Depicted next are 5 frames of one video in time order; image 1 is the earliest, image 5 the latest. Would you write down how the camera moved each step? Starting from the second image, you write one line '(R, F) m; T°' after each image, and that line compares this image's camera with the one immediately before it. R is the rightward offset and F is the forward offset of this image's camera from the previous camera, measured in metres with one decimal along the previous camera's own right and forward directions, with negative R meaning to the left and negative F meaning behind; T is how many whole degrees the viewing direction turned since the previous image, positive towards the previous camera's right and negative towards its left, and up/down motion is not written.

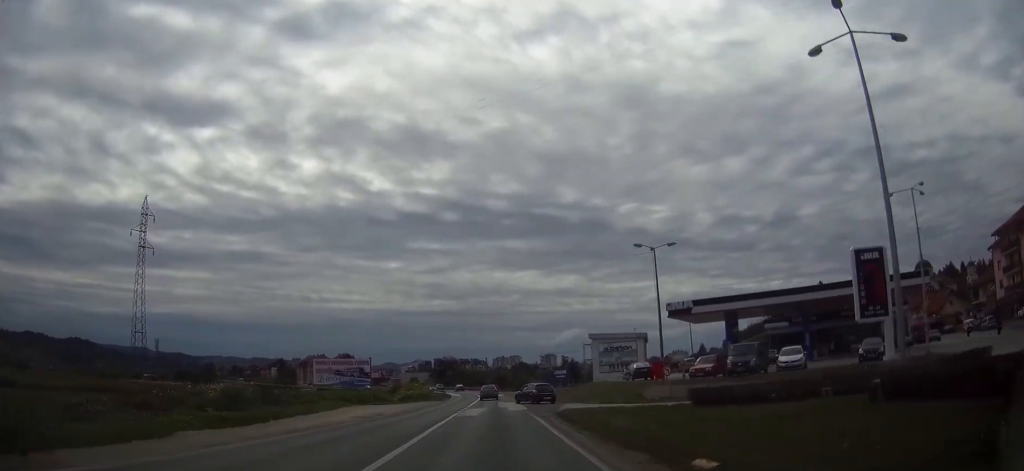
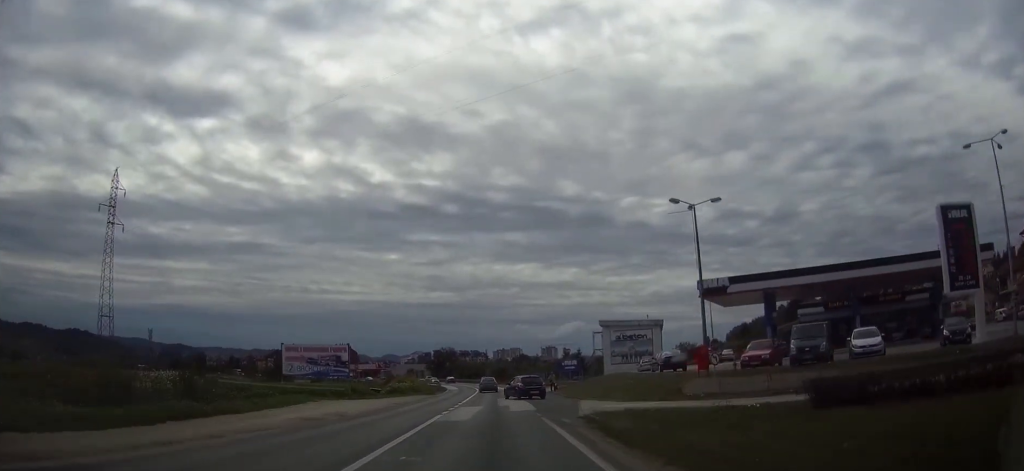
(+0.1, +9.3) m; +1°
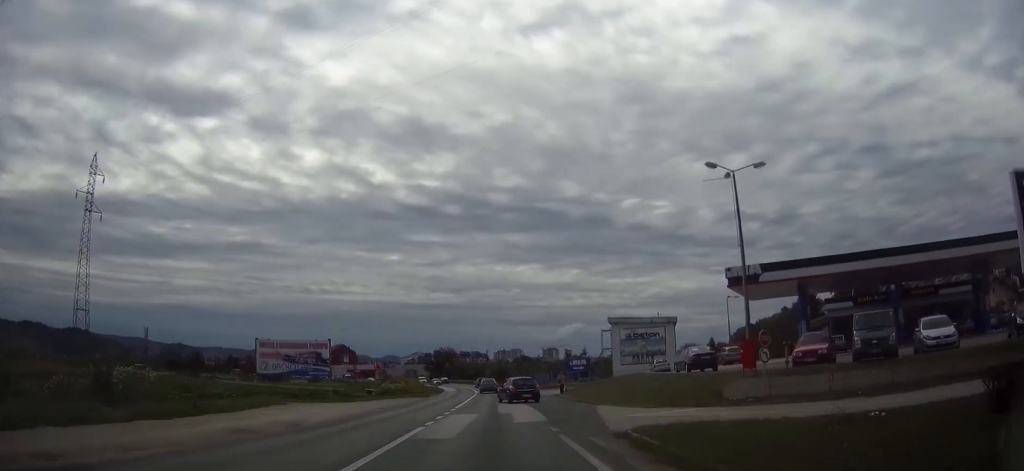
(0.0, +6.2) m; 0°
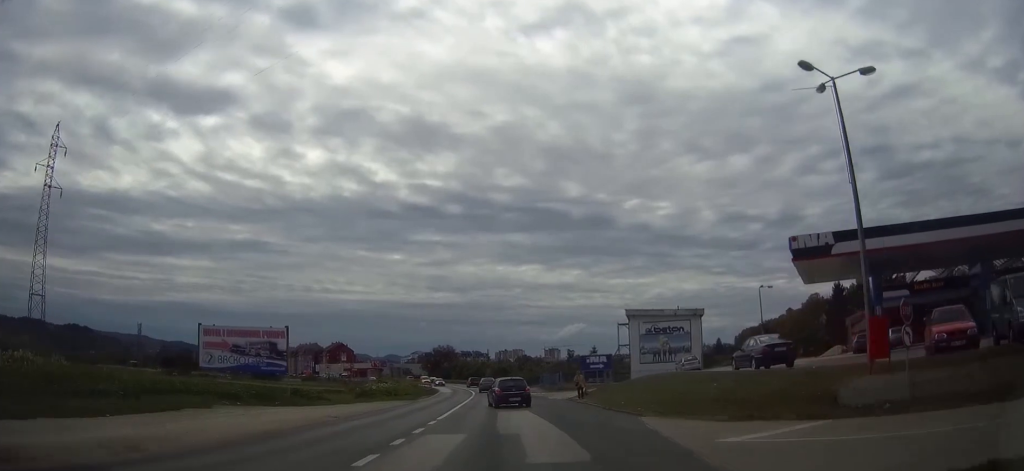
(+0.1, +10.3) m; 0°
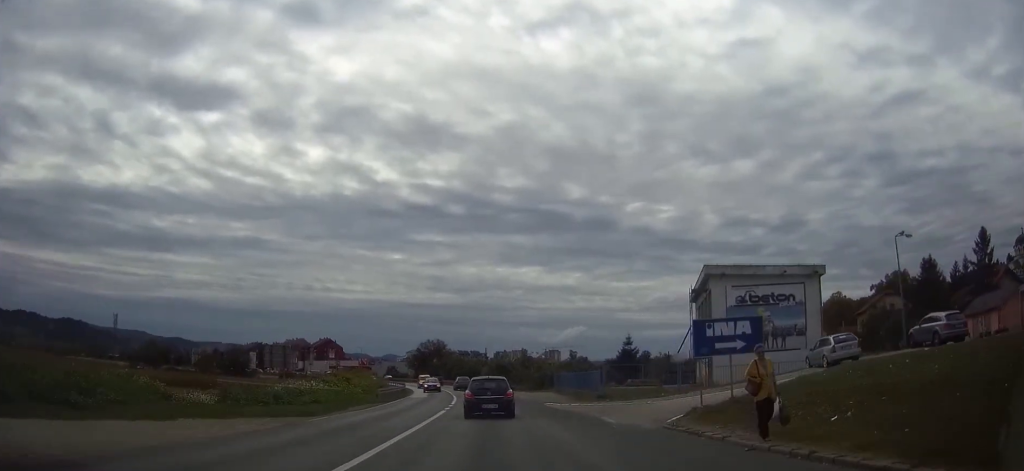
(-0.1, +26.9) m; -1°
